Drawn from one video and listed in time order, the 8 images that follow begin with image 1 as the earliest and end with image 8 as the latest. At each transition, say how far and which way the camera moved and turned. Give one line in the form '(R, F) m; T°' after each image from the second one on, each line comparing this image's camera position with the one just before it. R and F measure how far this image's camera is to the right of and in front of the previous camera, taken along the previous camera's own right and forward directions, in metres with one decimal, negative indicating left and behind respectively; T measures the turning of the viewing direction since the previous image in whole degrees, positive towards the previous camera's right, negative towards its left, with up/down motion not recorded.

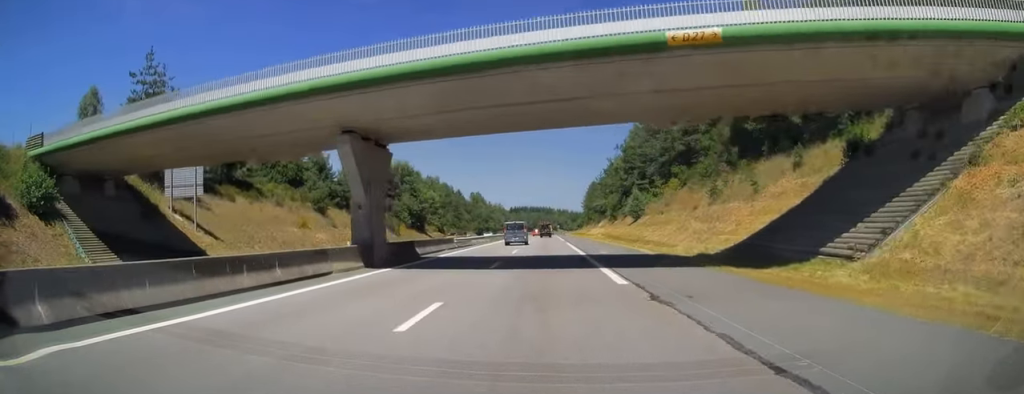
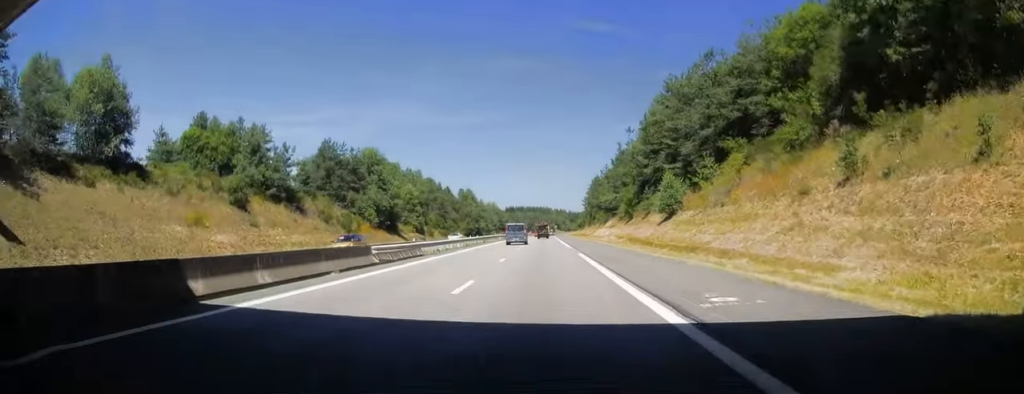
(+0.1, +21.3) m; 0°
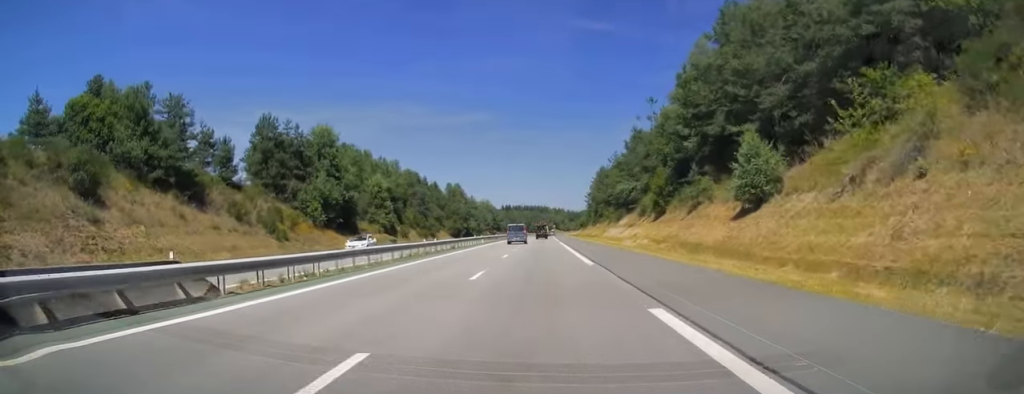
(0.0, +22.3) m; 0°
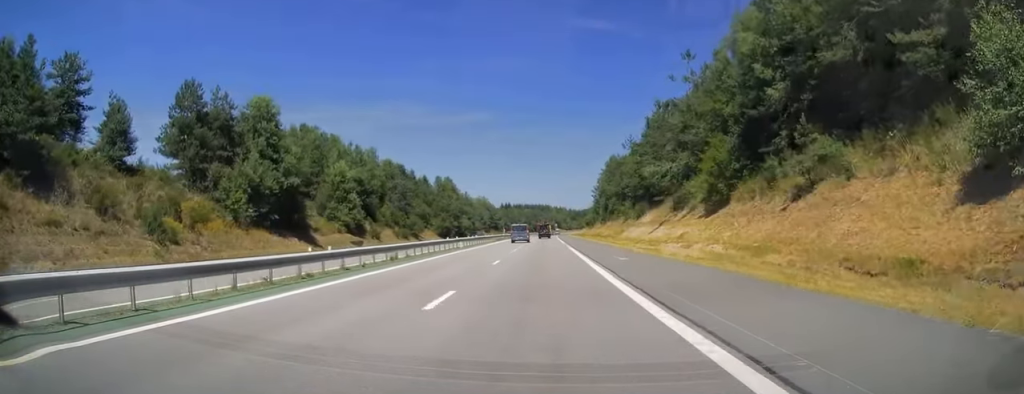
(-0.1, +19.4) m; 0°
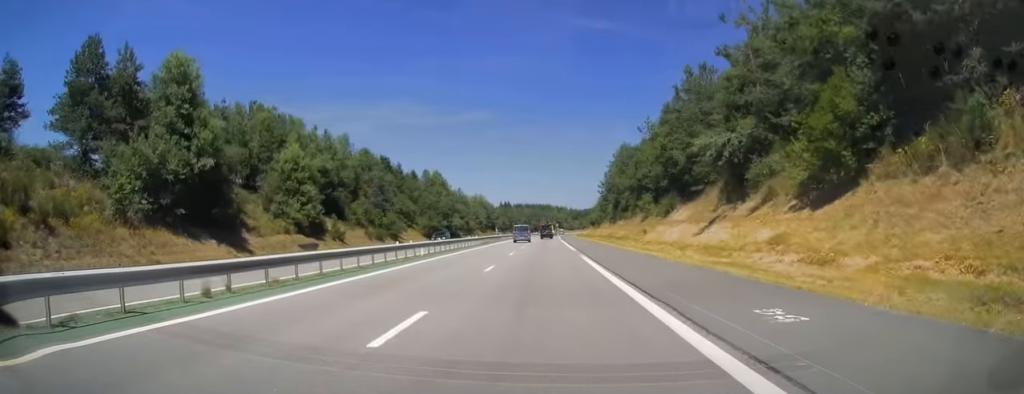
(0.0, +16.5) m; 0°
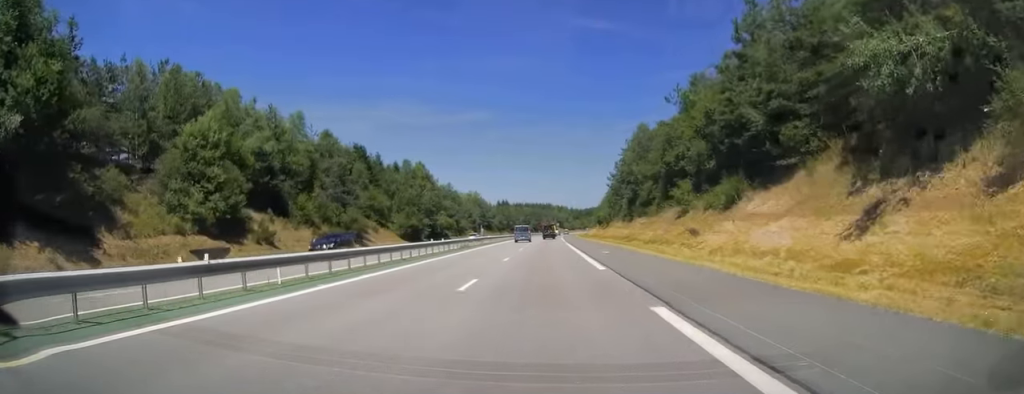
(0.0, +19.5) m; 0°
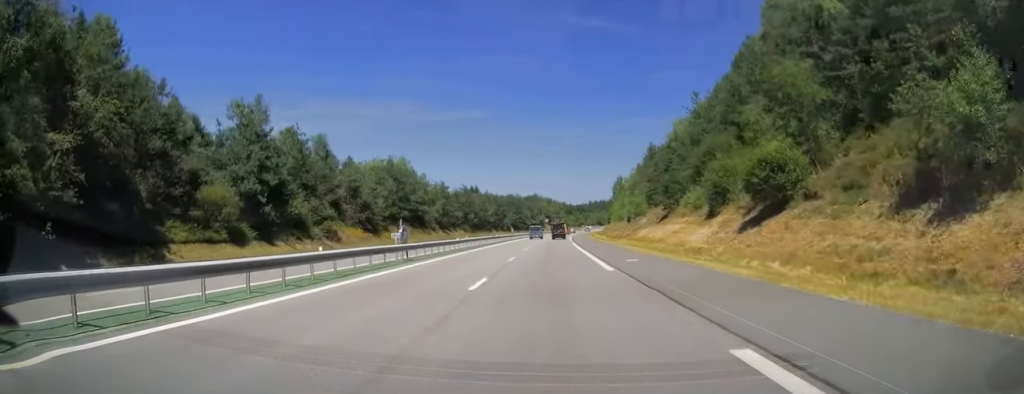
(+1.0, +103.9) m; +1°
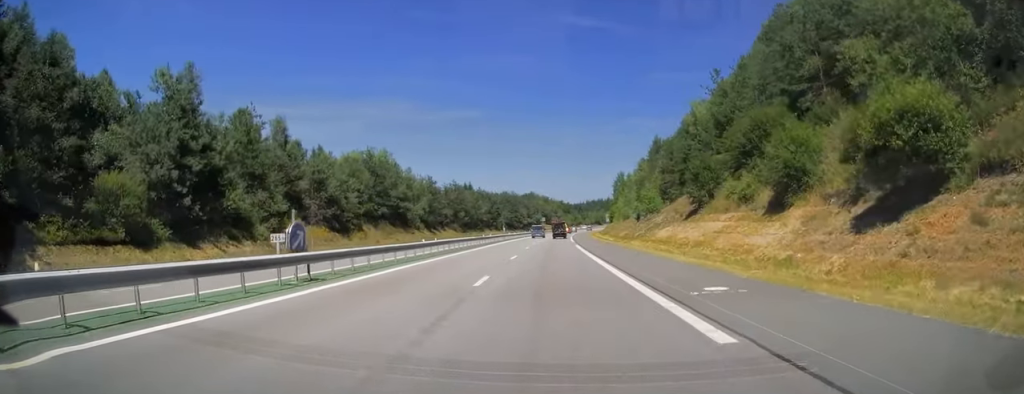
(0.0, +12.3) m; 0°
